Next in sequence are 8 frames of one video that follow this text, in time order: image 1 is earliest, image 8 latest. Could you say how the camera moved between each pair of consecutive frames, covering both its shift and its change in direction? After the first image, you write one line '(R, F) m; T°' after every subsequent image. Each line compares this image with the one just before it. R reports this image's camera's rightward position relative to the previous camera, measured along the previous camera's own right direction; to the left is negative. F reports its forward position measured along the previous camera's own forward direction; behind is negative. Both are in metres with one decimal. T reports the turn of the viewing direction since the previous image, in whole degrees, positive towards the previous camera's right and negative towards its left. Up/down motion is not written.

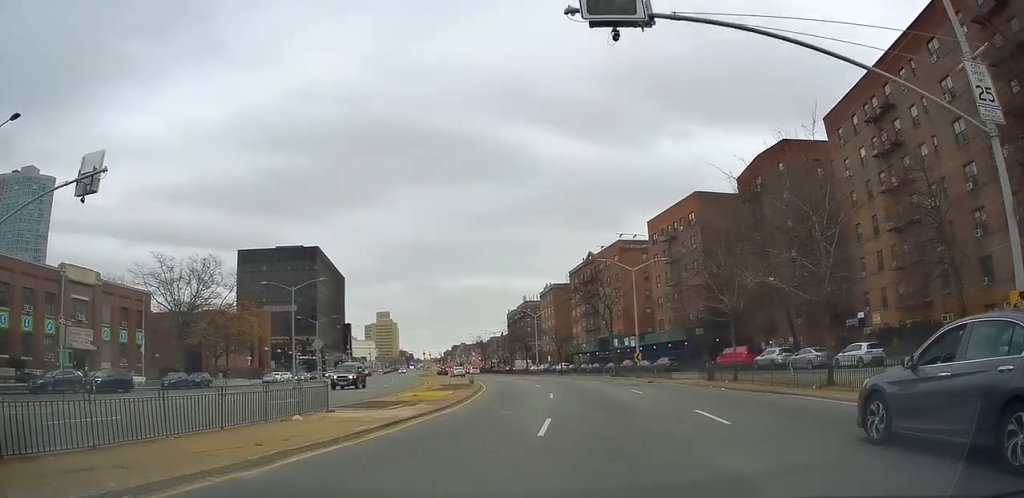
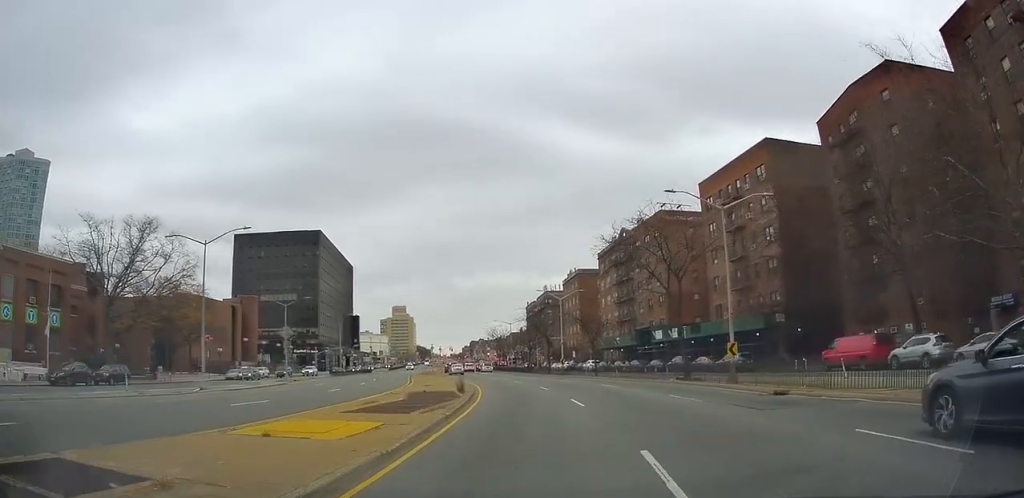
(+0.2, +18.1) m; -1°
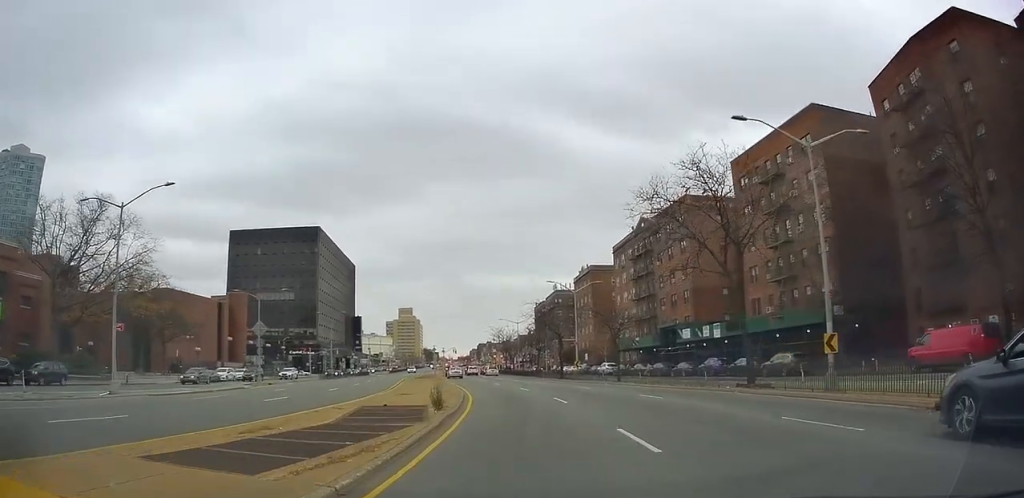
(-0.3, +9.5) m; -2°
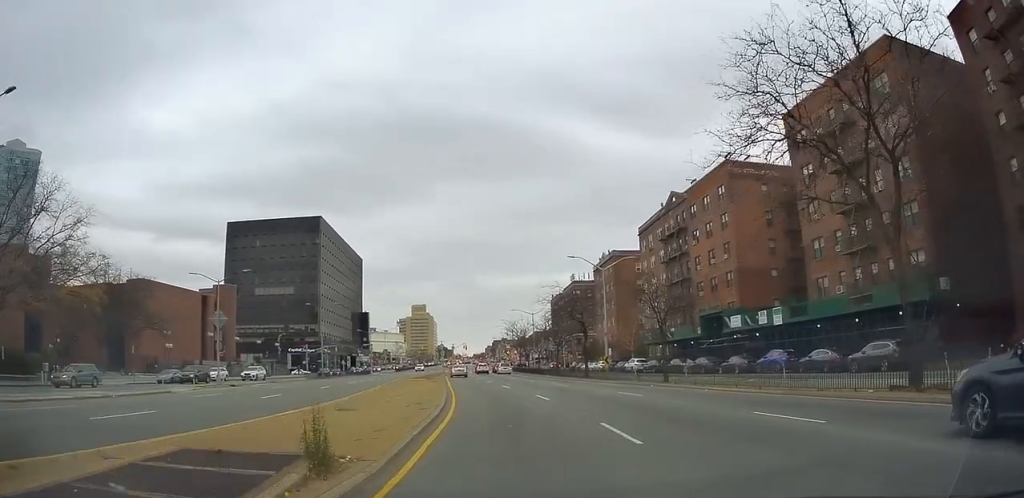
(-0.2, +11.7) m; -1°
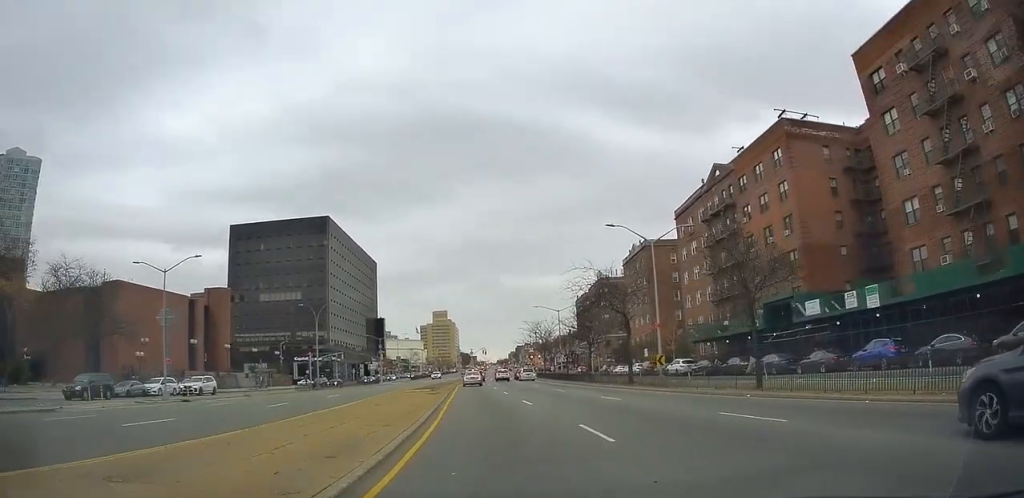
(0.0, +11.7) m; -1°
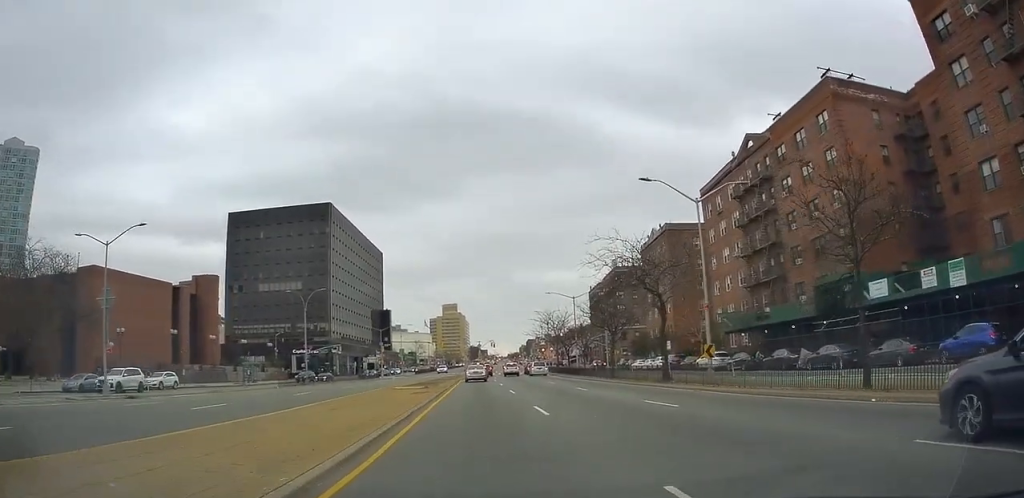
(-0.1, +8.2) m; -1°
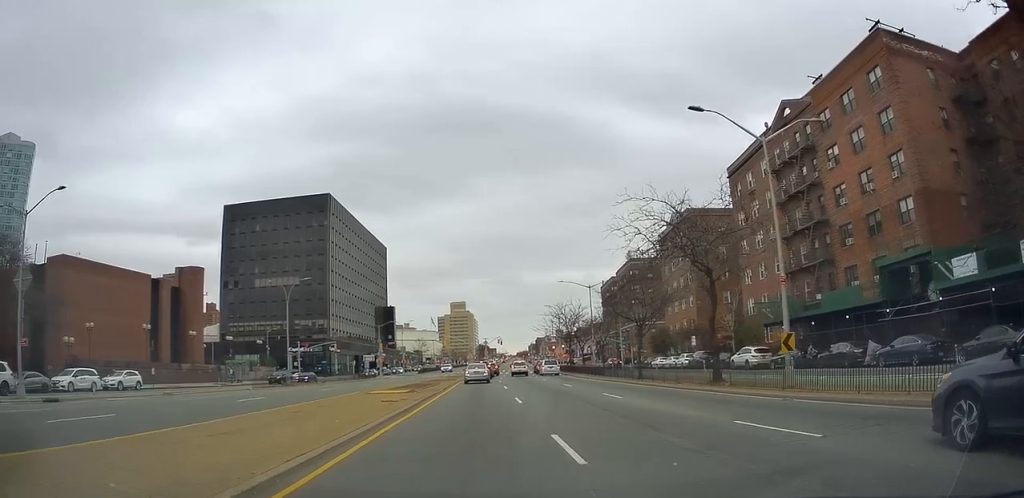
(-0.1, +8.6) m; -1°
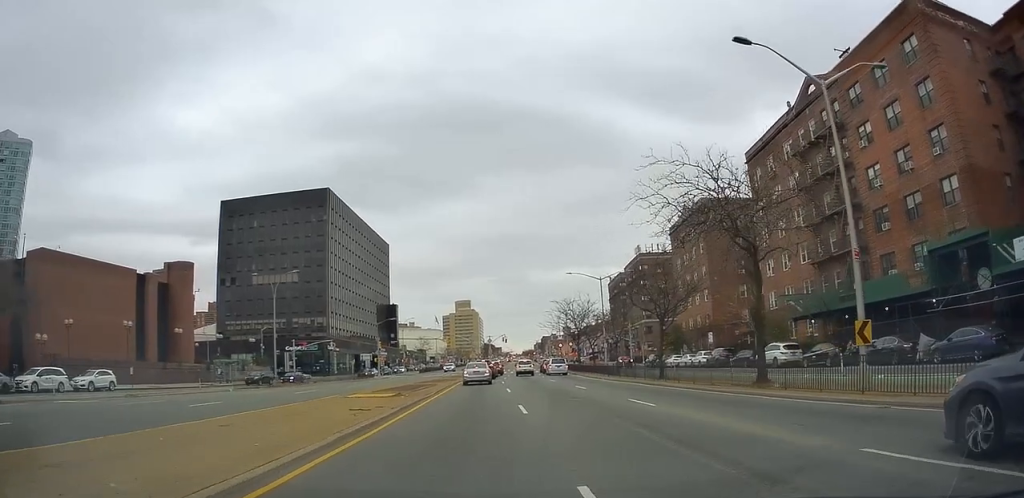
(+0.1, +5.3) m; -1°
